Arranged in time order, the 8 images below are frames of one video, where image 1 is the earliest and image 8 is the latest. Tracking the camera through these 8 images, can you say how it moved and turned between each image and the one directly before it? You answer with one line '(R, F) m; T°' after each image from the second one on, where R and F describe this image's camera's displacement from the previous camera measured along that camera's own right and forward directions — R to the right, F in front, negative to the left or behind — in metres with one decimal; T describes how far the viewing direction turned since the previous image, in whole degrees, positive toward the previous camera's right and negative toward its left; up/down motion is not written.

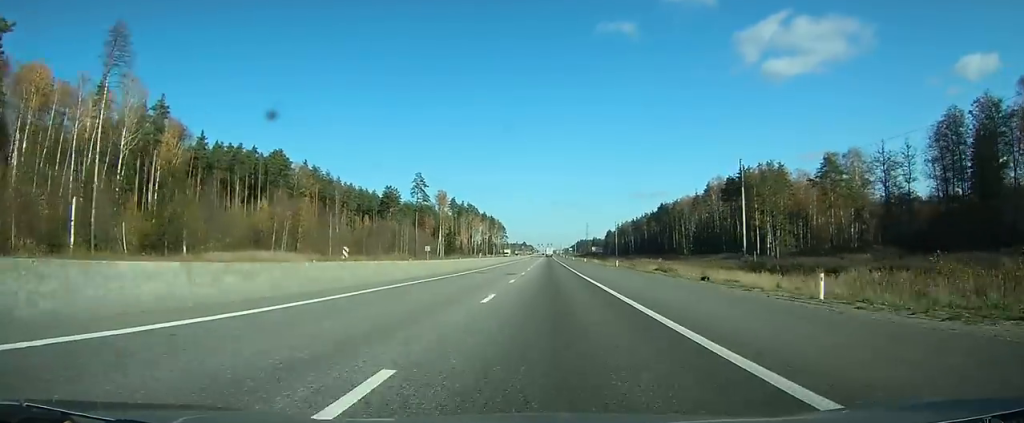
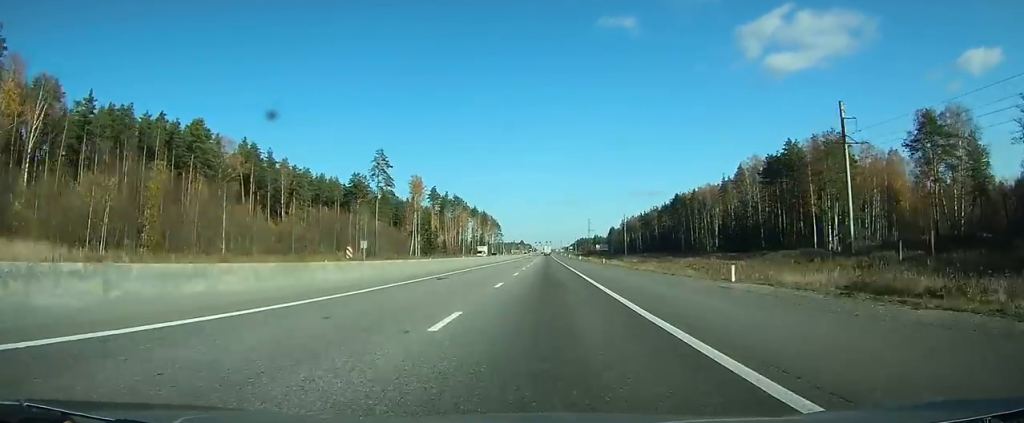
(-0.1, +39.4) m; 0°
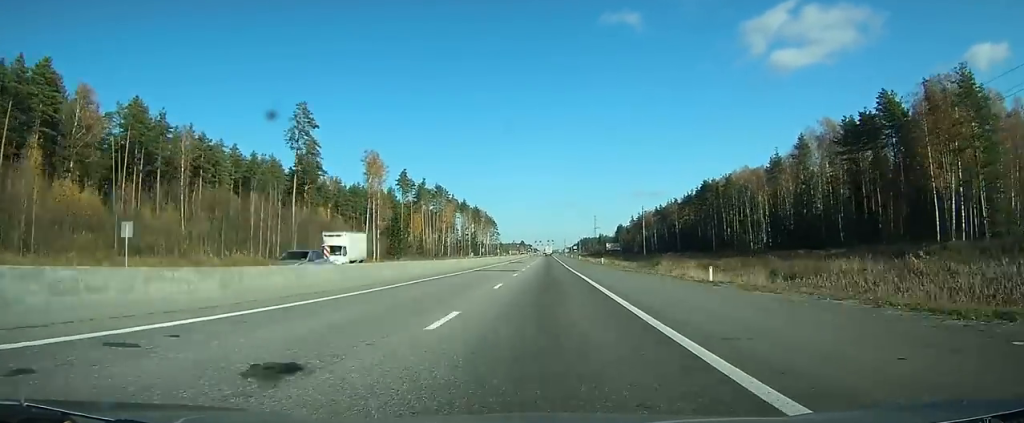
(+0.2, +45.8) m; 0°
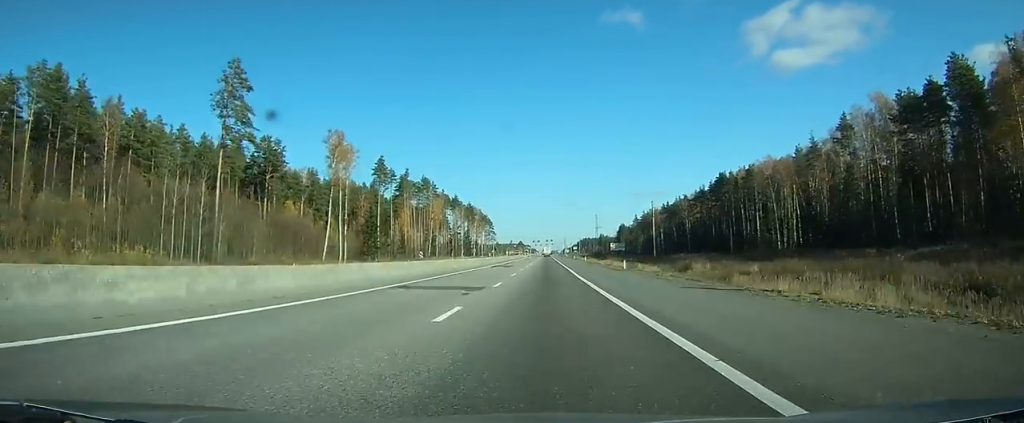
(0.0, +23.1) m; 0°
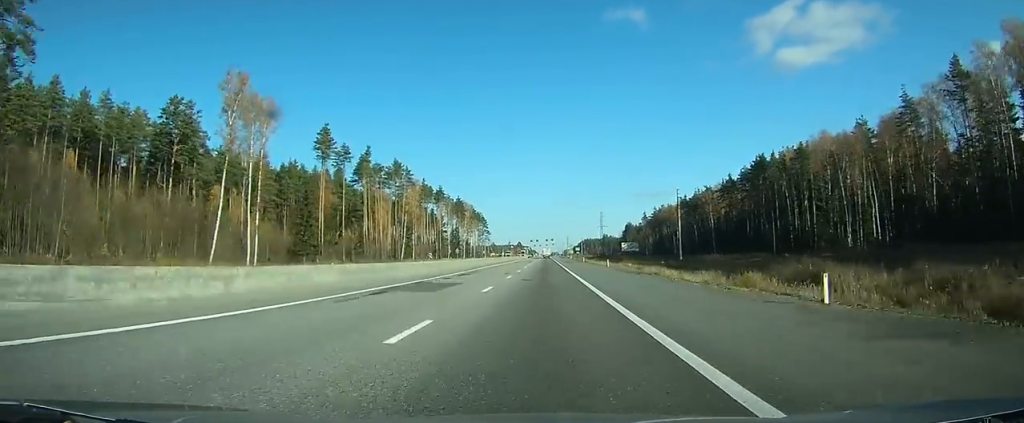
(+0.1, +40.2) m; -1°
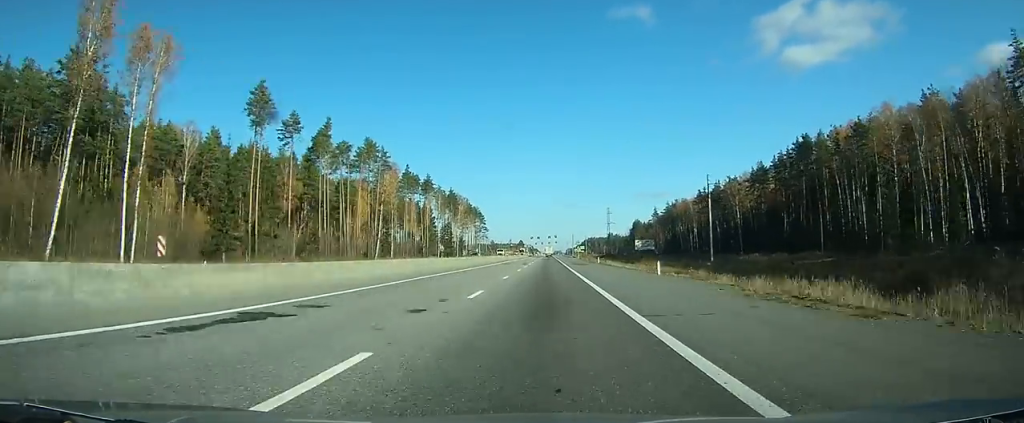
(-0.3, +29.0) m; 0°
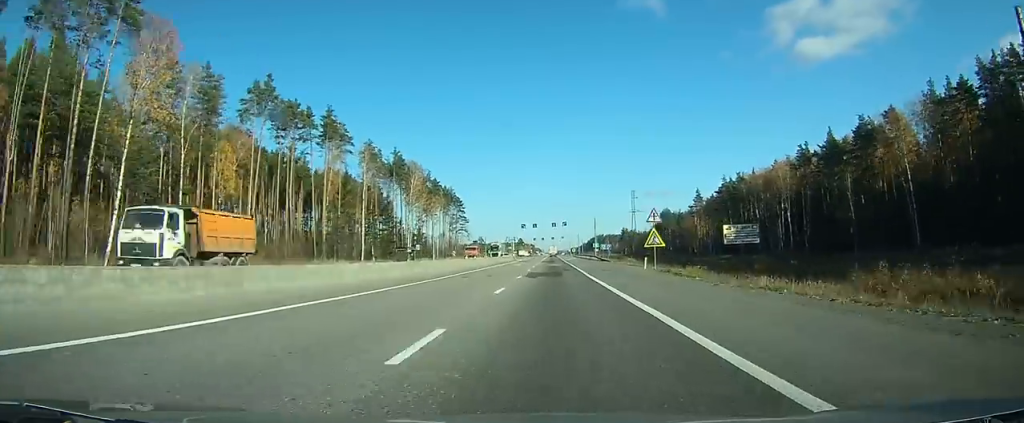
(-0.4, +93.8) m; 0°
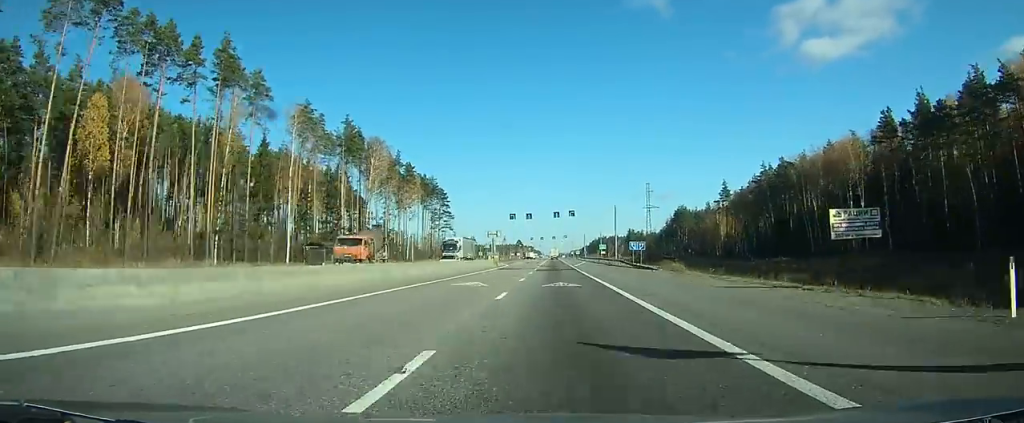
(0.0, +36.3) m; 0°
